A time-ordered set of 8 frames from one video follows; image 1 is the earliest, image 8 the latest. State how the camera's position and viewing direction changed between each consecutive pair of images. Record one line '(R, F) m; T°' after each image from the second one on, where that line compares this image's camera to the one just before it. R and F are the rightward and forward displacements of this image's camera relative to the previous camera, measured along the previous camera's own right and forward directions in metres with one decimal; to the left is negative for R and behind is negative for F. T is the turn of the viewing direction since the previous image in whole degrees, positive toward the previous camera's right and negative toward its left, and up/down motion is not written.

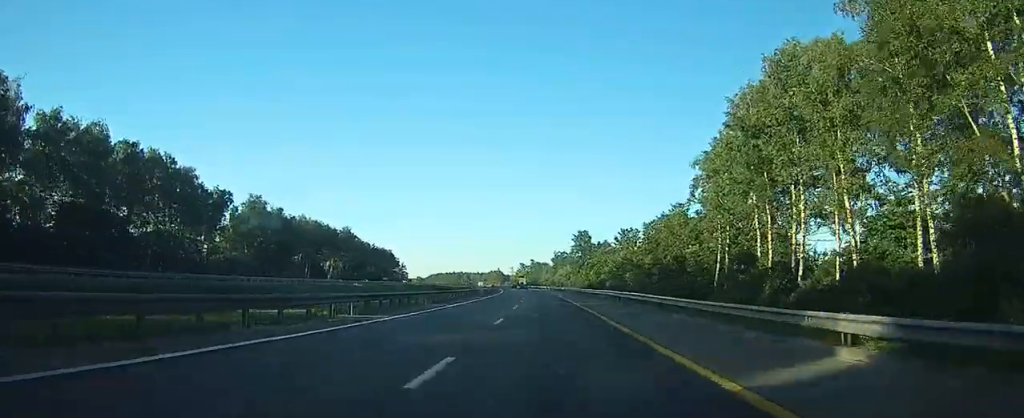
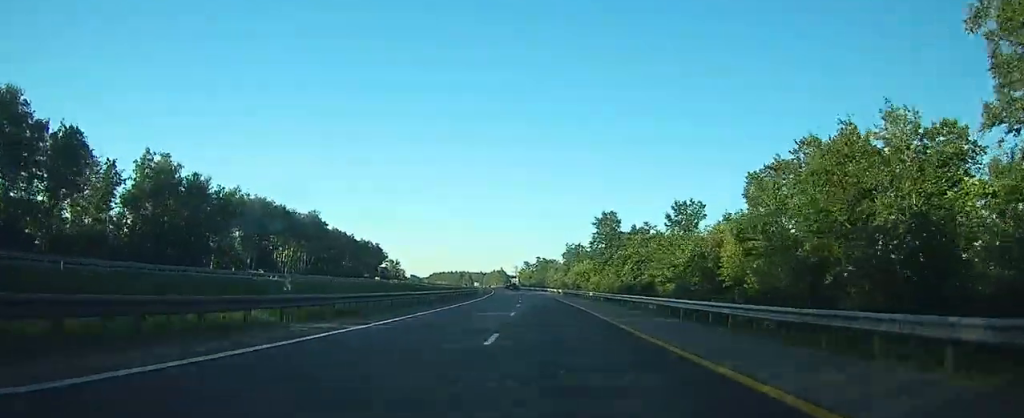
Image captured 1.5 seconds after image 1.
(+0.2, +43.4) m; 0°
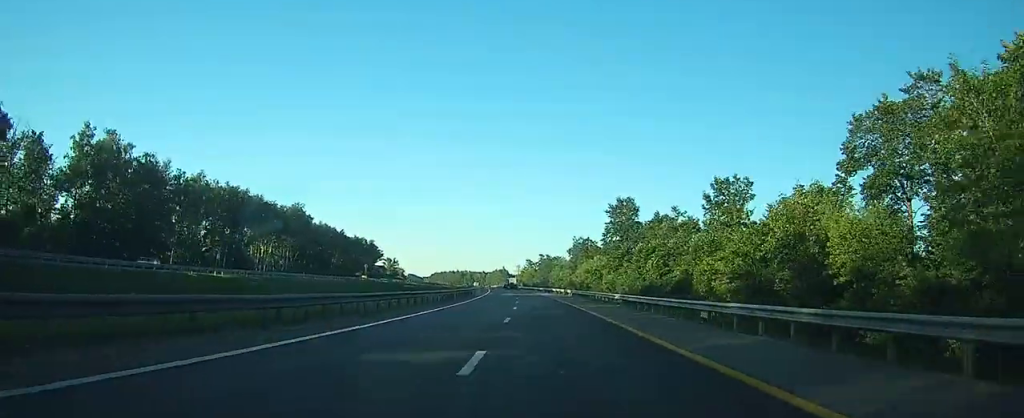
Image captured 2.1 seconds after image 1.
(-0.1, +16.7) m; 0°
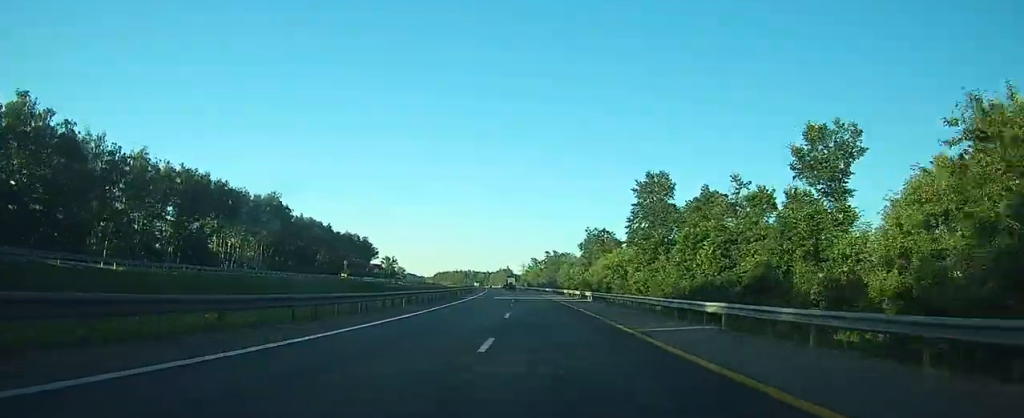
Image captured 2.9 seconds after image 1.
(-0.1, +21.2) m; 0°
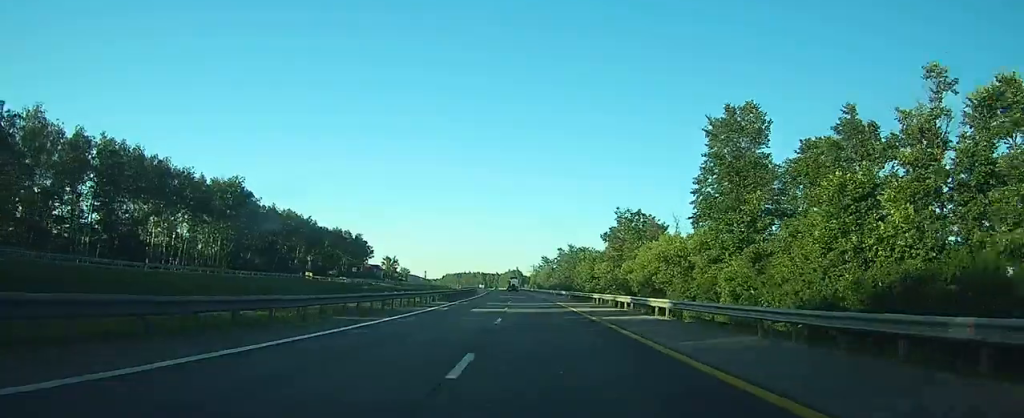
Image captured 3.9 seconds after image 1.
(-0.2, +27.4) m; -1°
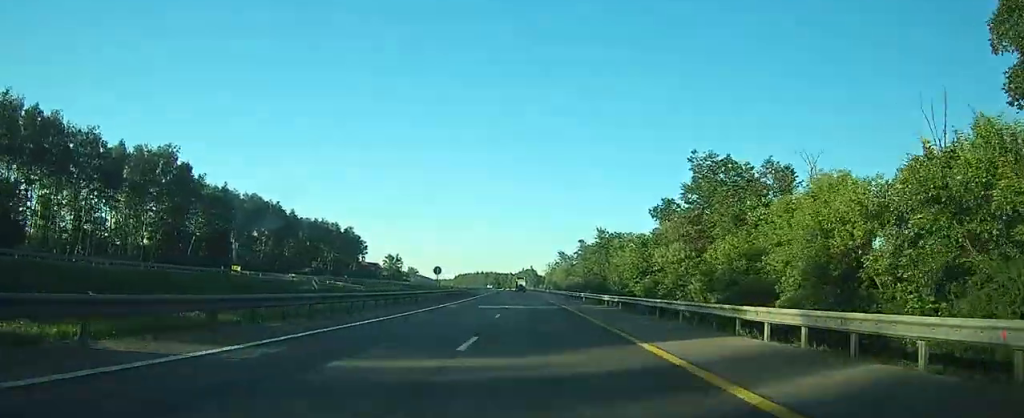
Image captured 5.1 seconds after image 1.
(-0.4, +32.7) m; -2°
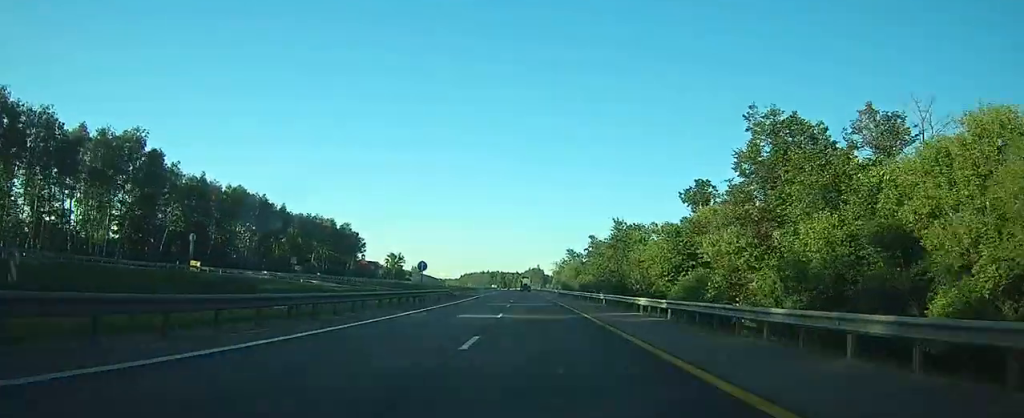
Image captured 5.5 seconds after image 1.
(-0.1, +11.8) m; -1°
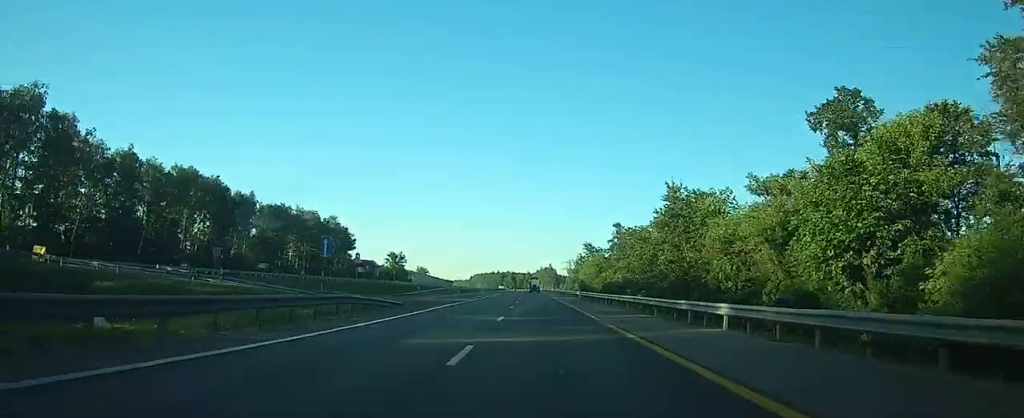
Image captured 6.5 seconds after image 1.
(-0.3, +26.4) m; -1°
